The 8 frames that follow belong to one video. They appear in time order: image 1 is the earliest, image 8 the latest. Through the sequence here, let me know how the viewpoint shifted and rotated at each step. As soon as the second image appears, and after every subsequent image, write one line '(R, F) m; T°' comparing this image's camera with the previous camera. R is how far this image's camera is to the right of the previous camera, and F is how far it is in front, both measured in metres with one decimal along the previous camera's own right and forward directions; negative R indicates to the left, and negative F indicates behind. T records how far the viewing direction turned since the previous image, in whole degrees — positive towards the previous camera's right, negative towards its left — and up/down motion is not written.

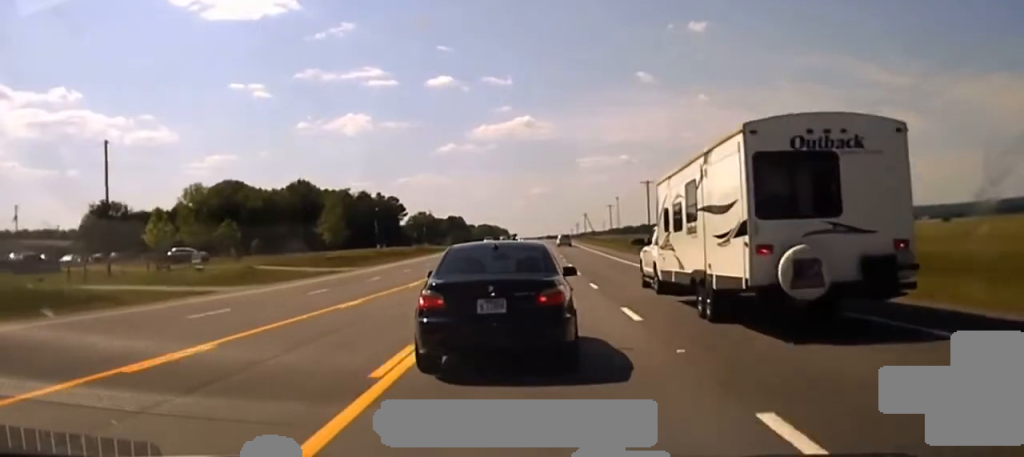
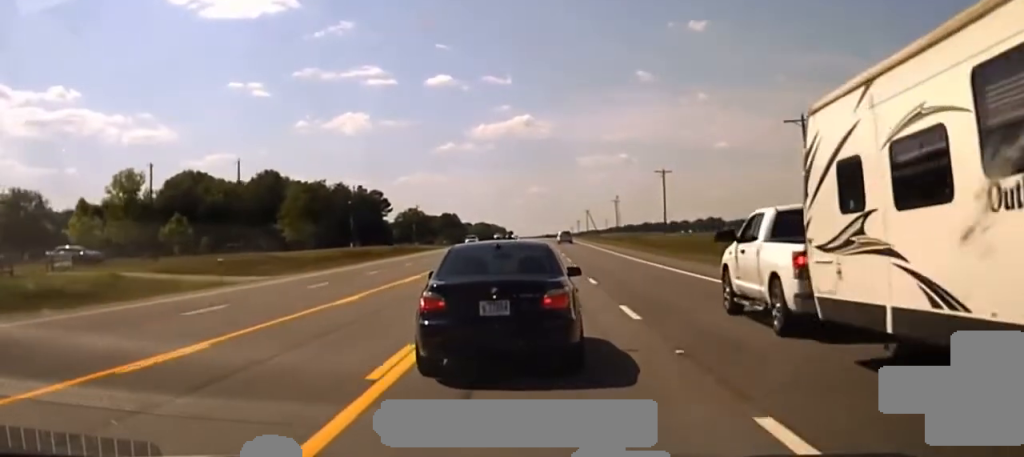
(+0.2, +23.0) m; +1°
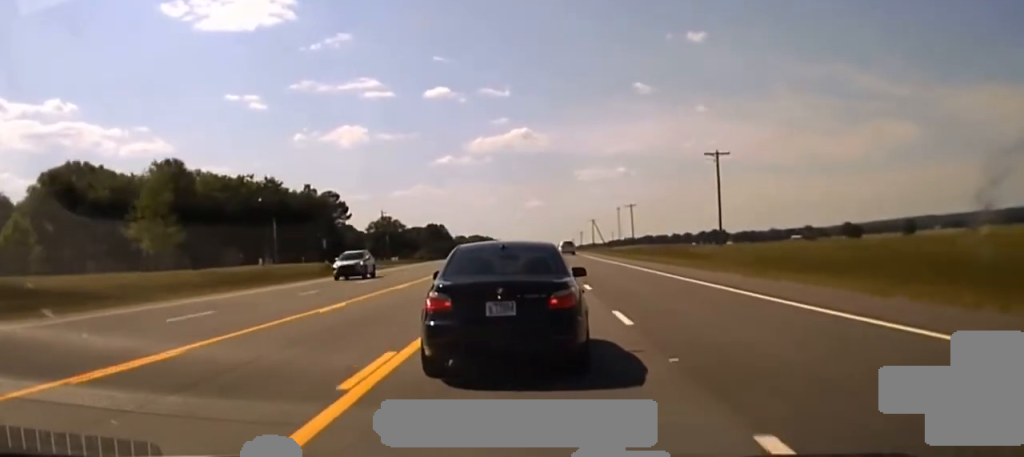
(+0.3, +43.7) m; 0°
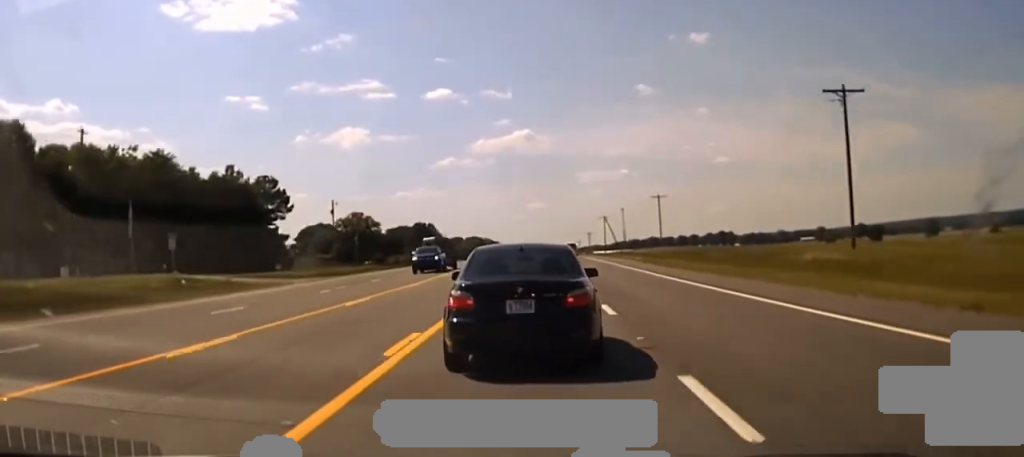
(-0.2, +43.4) m; -1°
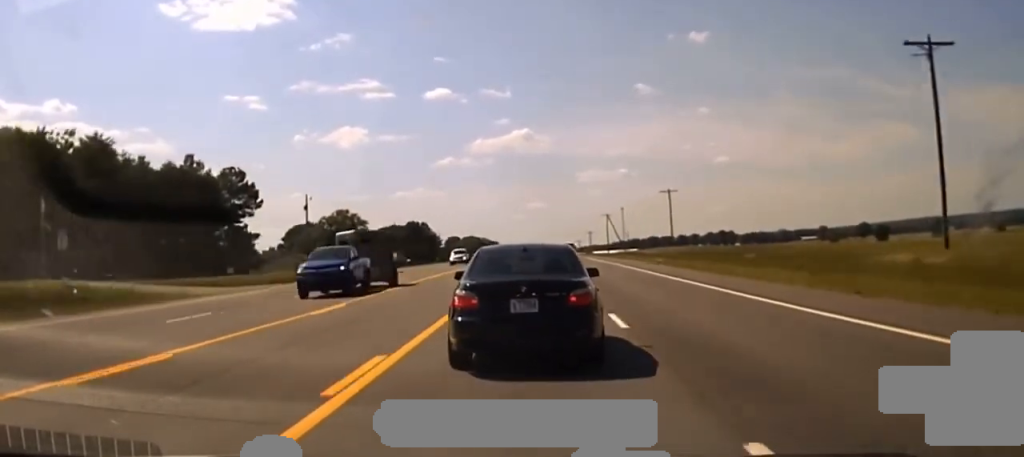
(0.0, +16.2) m; 0°
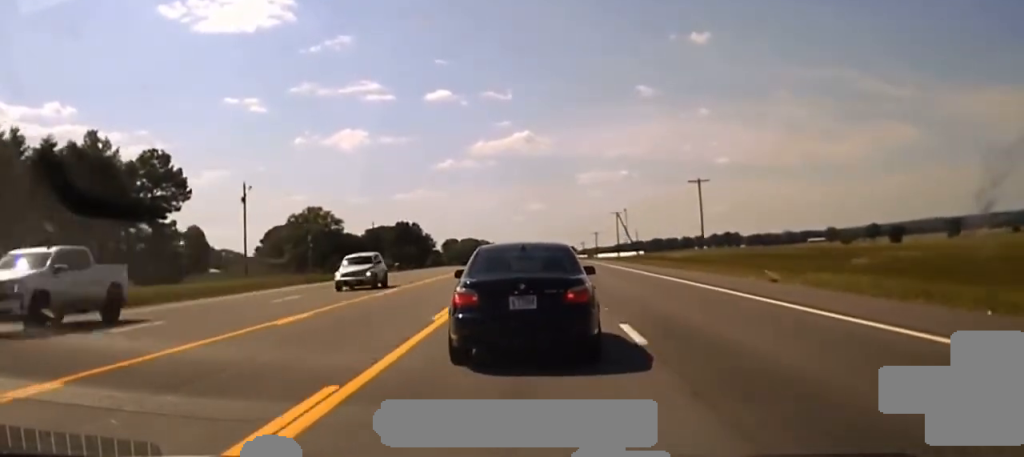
(-0.1, +32.2) m; 0°
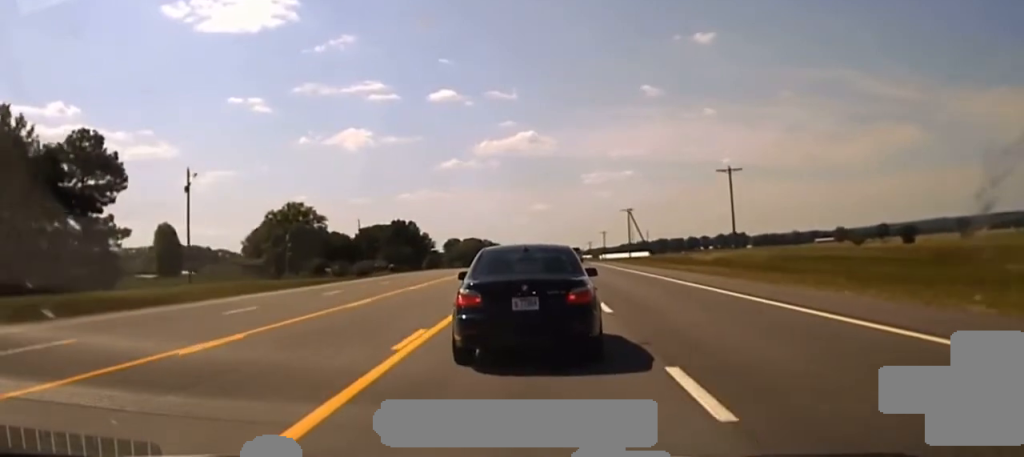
(+0.1, +17.5) m; 0°
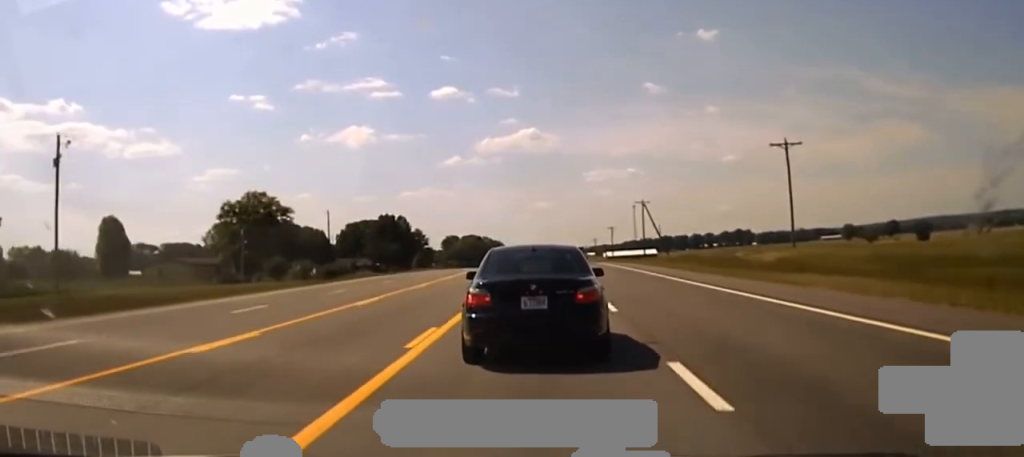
(+0.1, +25.0) m; 0°
